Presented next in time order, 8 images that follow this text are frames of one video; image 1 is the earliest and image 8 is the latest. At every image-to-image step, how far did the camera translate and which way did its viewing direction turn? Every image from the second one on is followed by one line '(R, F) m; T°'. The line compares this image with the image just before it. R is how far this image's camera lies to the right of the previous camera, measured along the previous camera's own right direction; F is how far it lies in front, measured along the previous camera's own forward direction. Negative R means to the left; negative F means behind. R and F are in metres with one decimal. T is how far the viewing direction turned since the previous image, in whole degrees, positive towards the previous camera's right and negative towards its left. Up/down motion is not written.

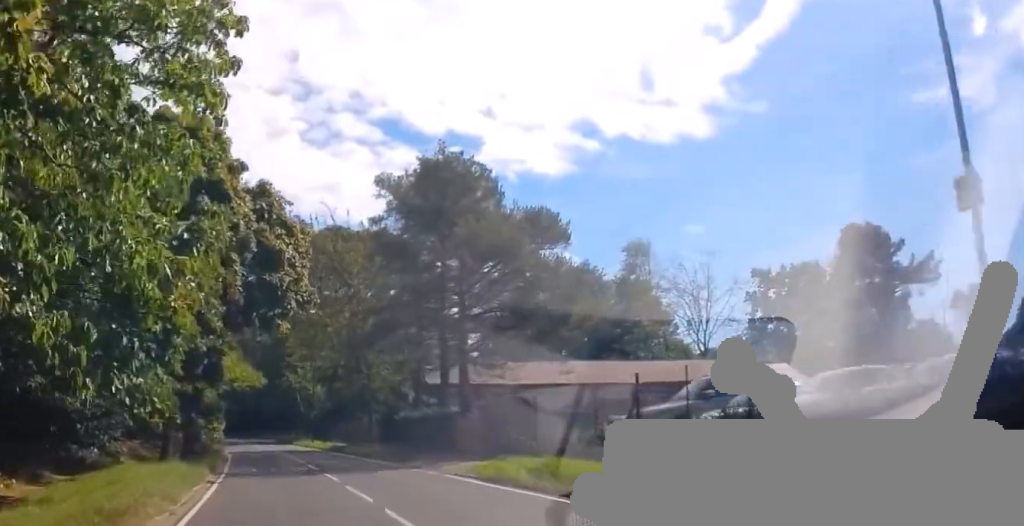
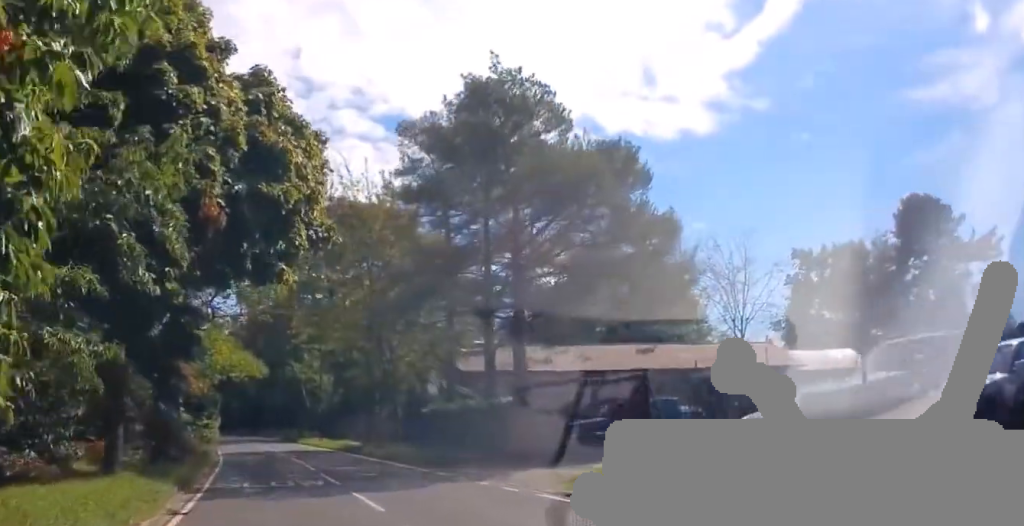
(+0.7, +7.3) m; -4°
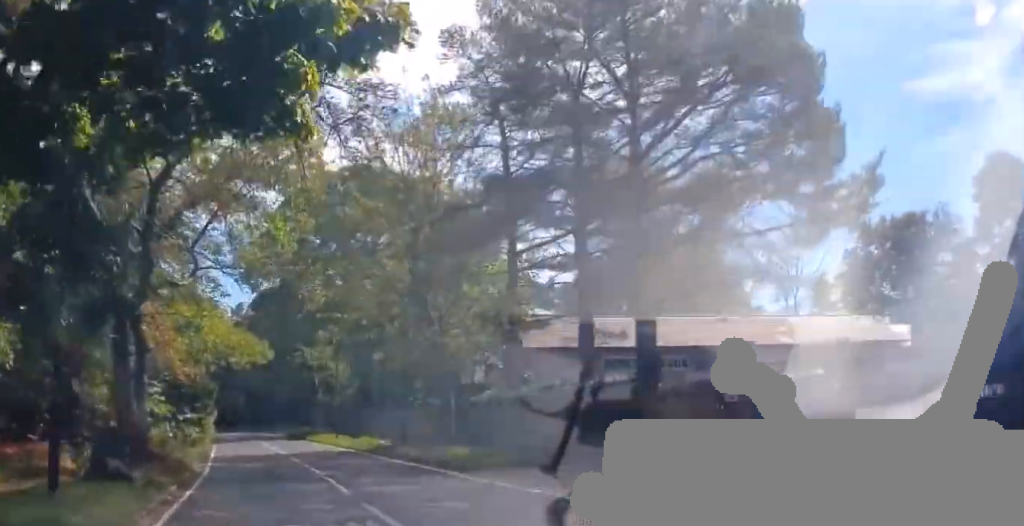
(-1.3, +9.2) m; -5°
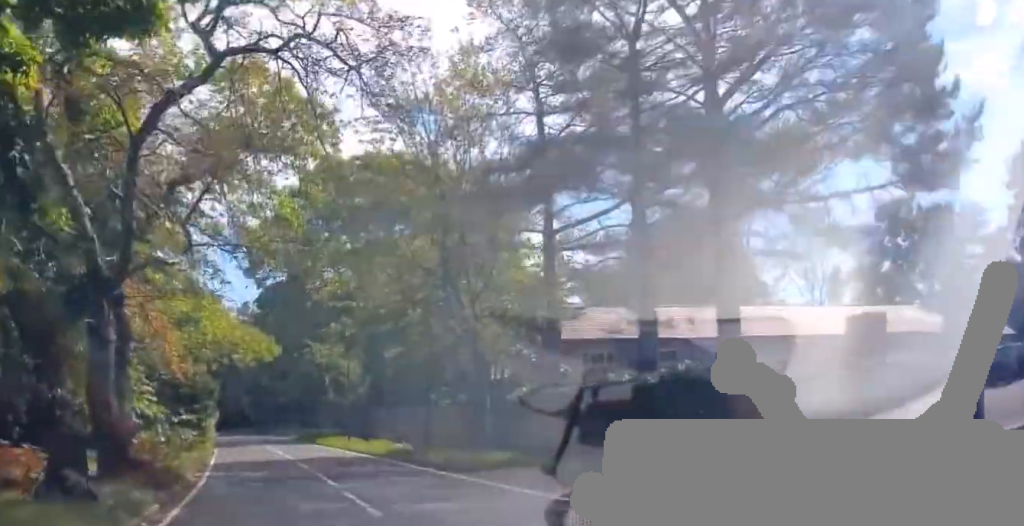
(+0.2, +3.6) m; +2°
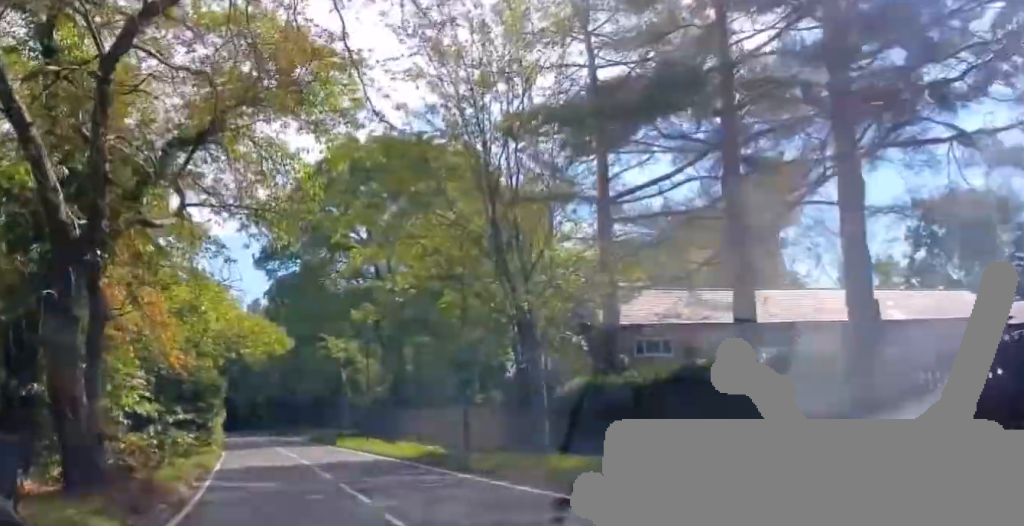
(+0.1, +3.6) m; +2°
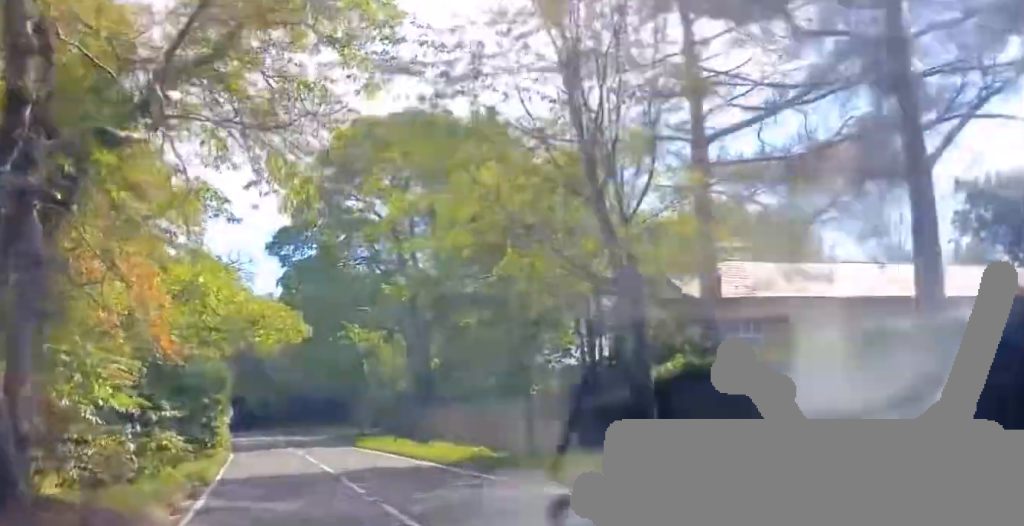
(0.0, +4.5) m; 0°
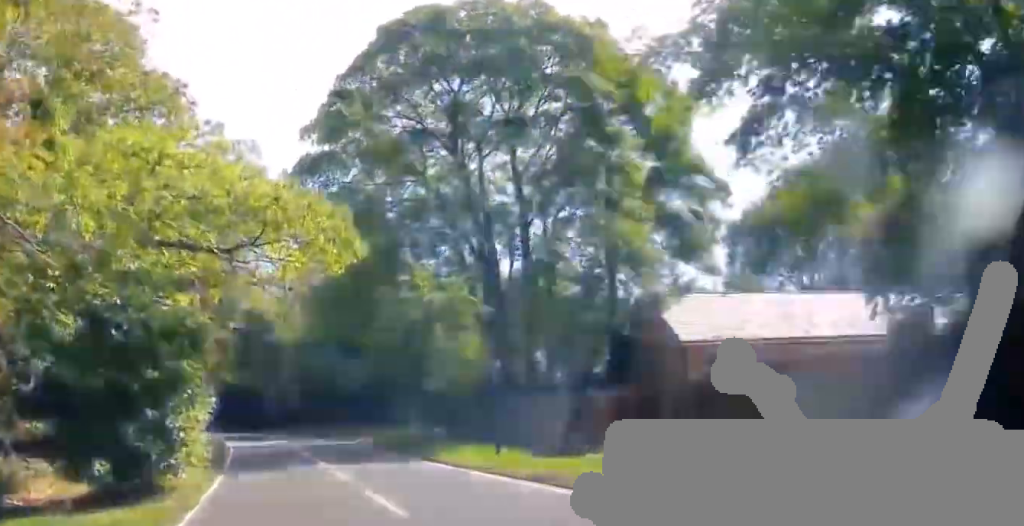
(+0.2, +14.3) m; +2°
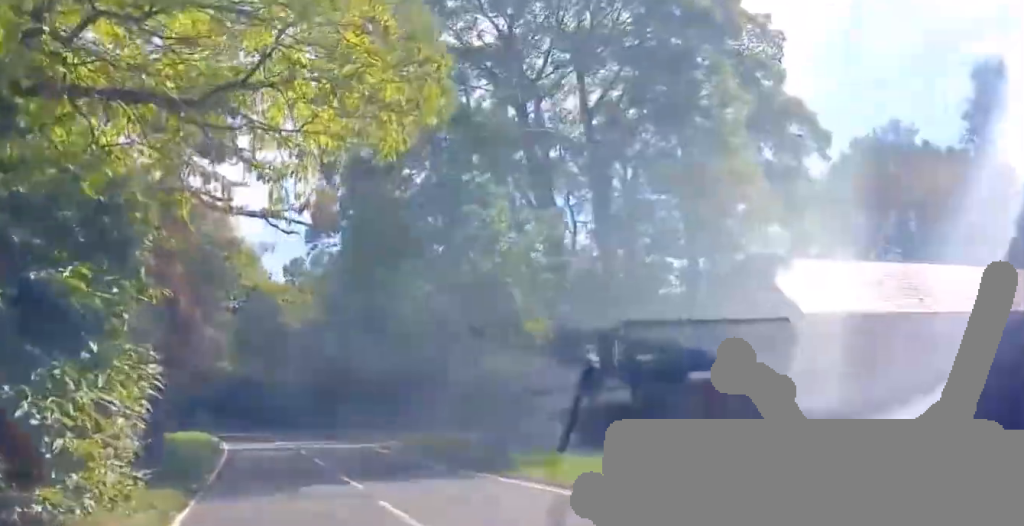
(0.0, +7.5) m; -1°
